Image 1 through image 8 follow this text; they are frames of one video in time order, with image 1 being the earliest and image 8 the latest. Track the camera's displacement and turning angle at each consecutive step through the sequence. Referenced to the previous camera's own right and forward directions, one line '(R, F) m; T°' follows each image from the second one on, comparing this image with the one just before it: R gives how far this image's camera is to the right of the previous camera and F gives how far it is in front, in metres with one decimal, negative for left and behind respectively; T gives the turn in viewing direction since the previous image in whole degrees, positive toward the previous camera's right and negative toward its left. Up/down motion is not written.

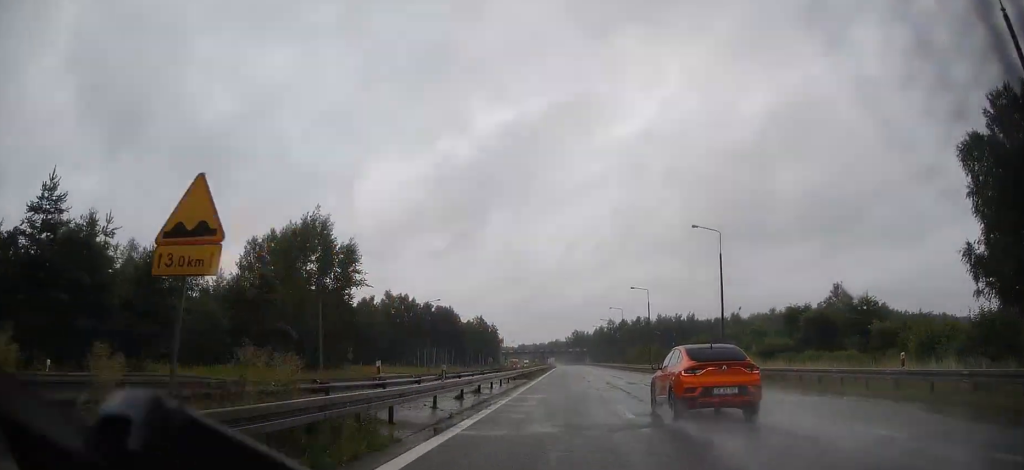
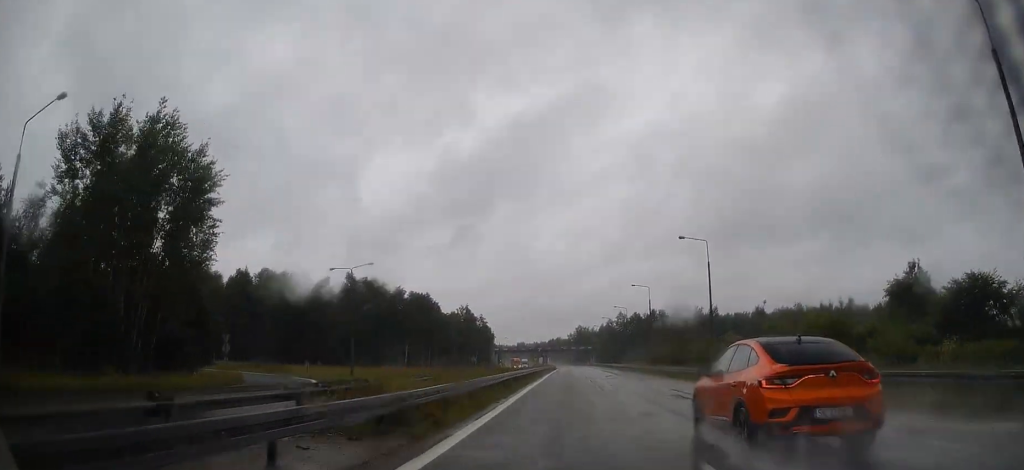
(-0.1, +34.3) m; 0°
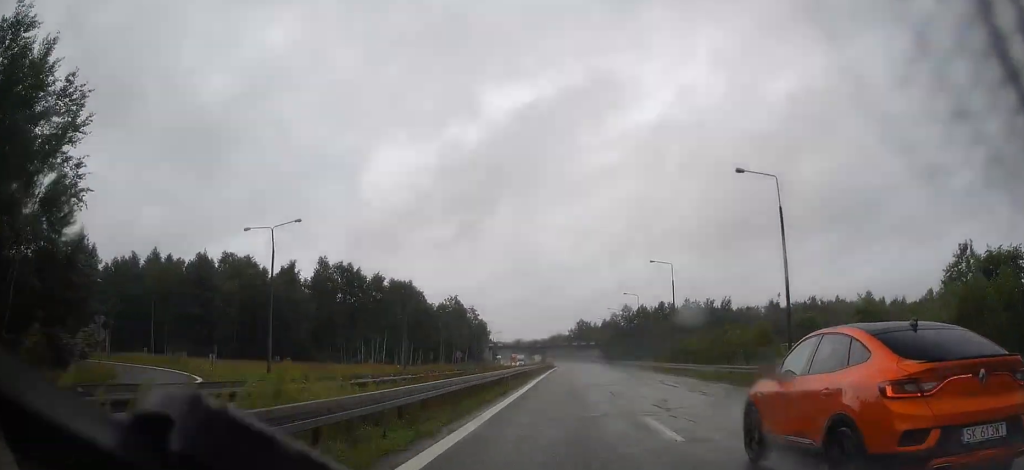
(+0.2, +17.2) m; 0°
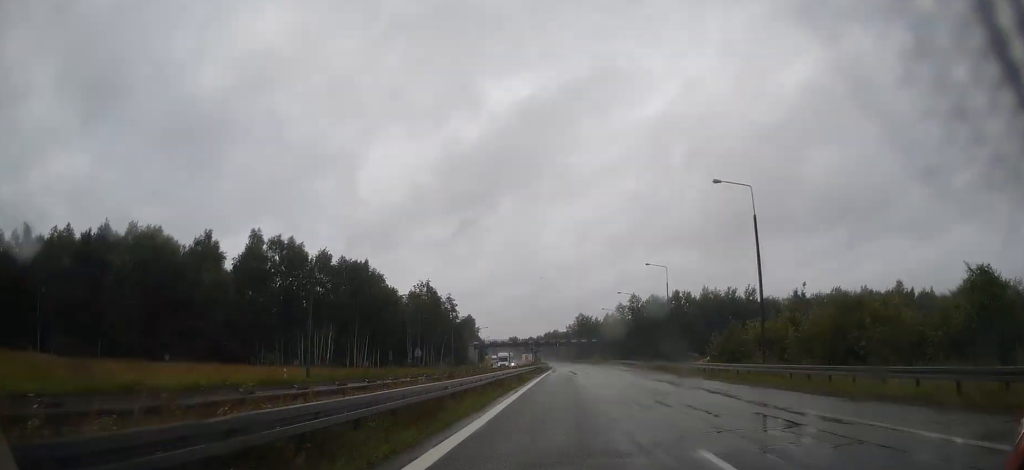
(-0.1, +28.3) m; 0°
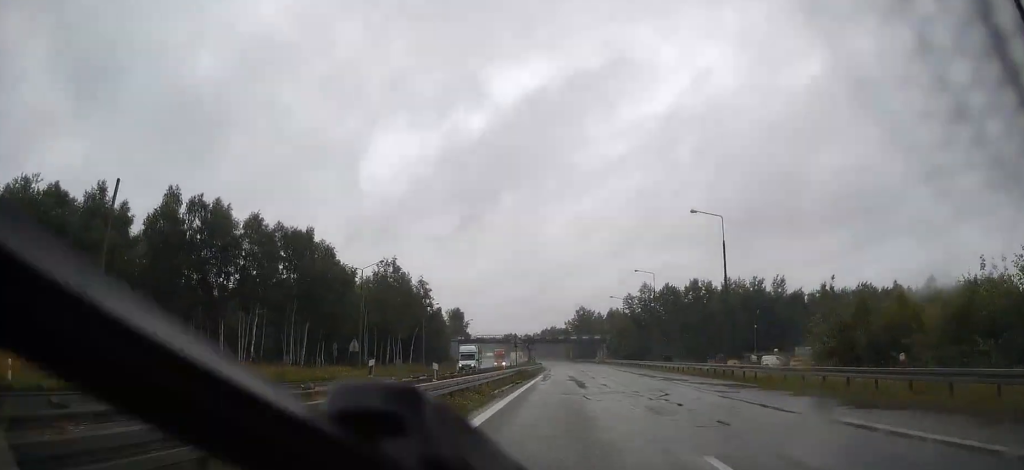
(-0.1, +23.0) m; 0°
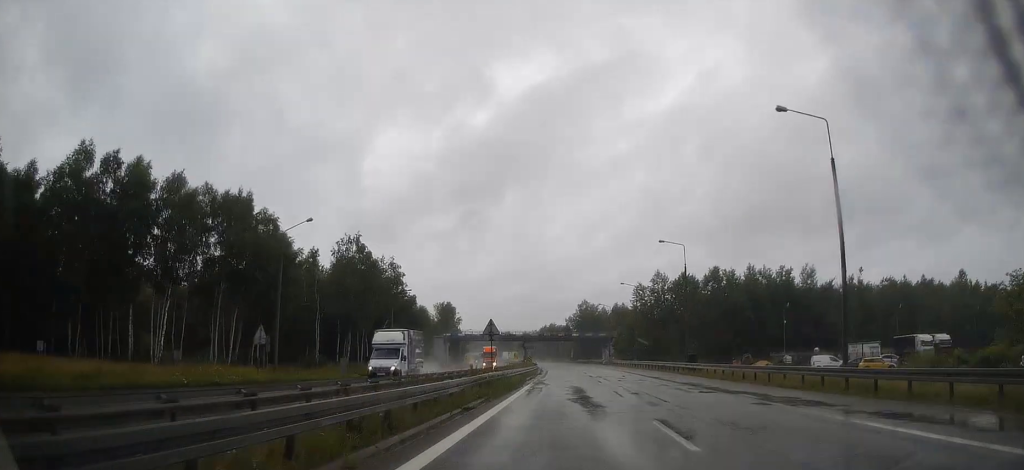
(+0.2, +16.9) m; 0°
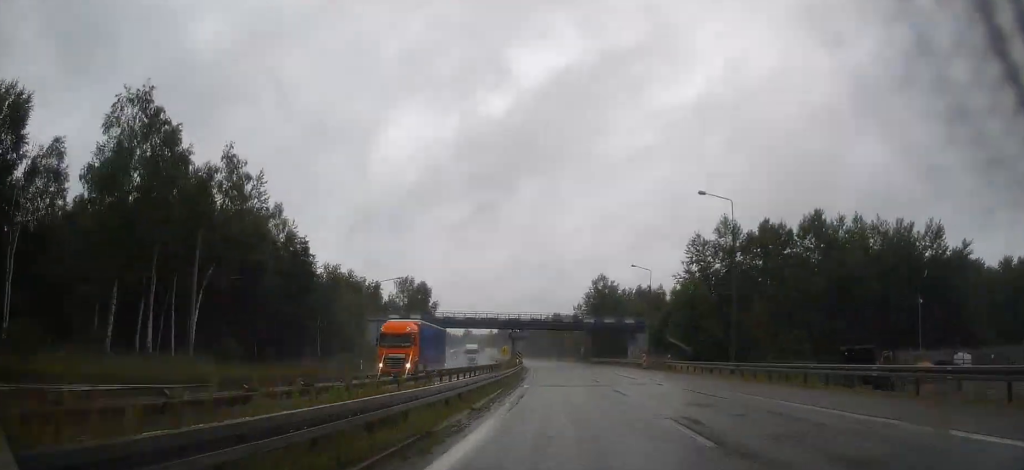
(-0.4, +38.2) m; -1°
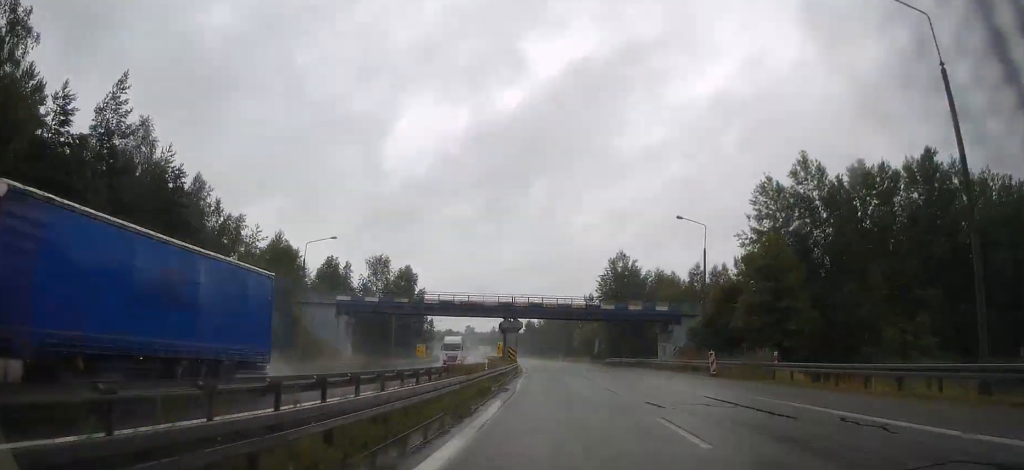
(0.0, +16.9) m; 0°
